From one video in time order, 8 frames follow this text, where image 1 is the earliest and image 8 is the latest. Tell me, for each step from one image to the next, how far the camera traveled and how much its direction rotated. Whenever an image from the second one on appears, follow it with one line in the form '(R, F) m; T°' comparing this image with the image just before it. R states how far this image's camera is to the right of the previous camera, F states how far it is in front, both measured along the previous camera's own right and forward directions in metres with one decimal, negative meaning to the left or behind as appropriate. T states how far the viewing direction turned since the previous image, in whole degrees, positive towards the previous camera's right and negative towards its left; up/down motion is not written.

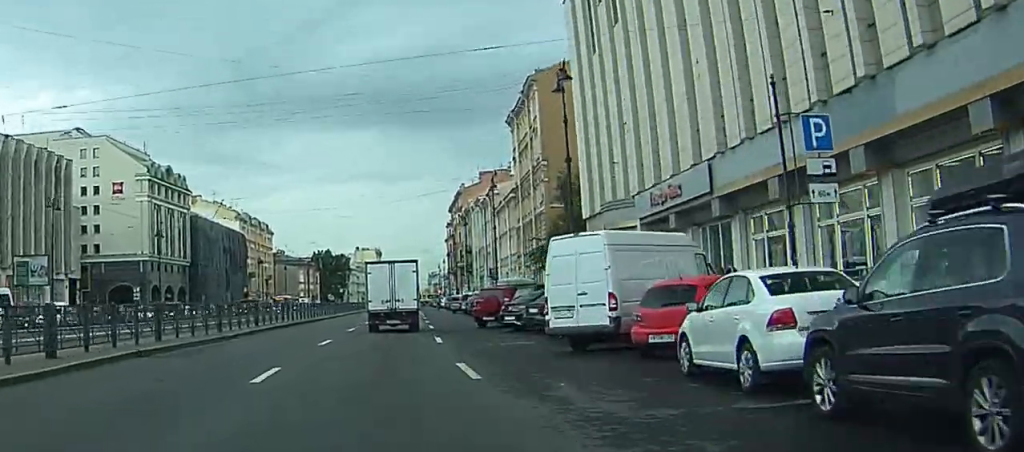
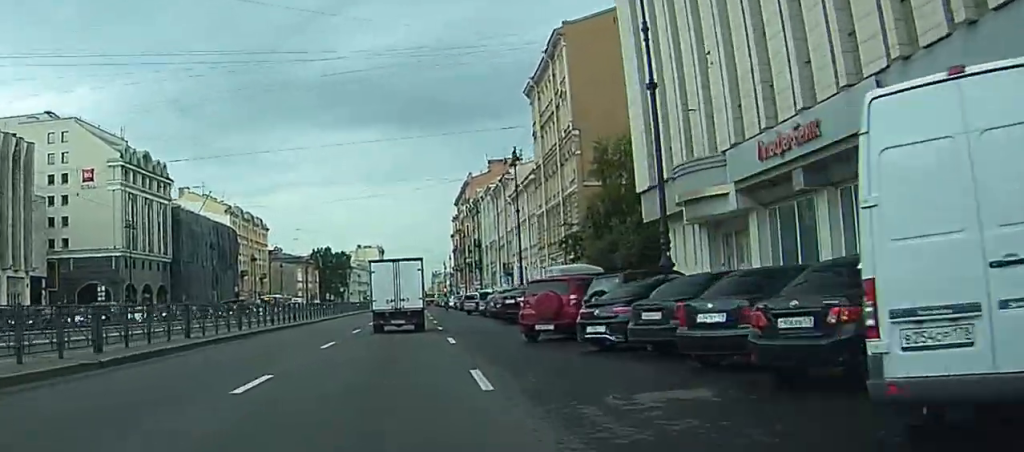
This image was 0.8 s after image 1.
(0.0, +8.2) m; 0°
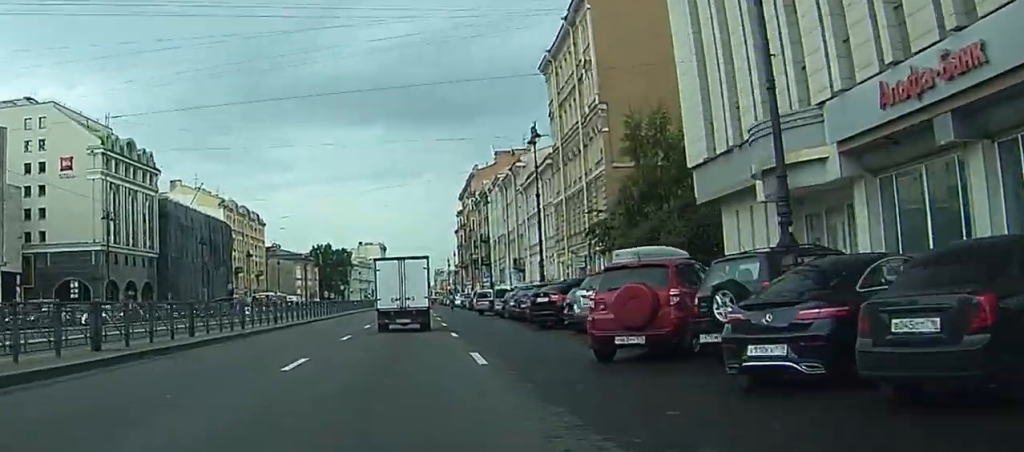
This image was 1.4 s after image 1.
(0.0, +6.3) m; 0°
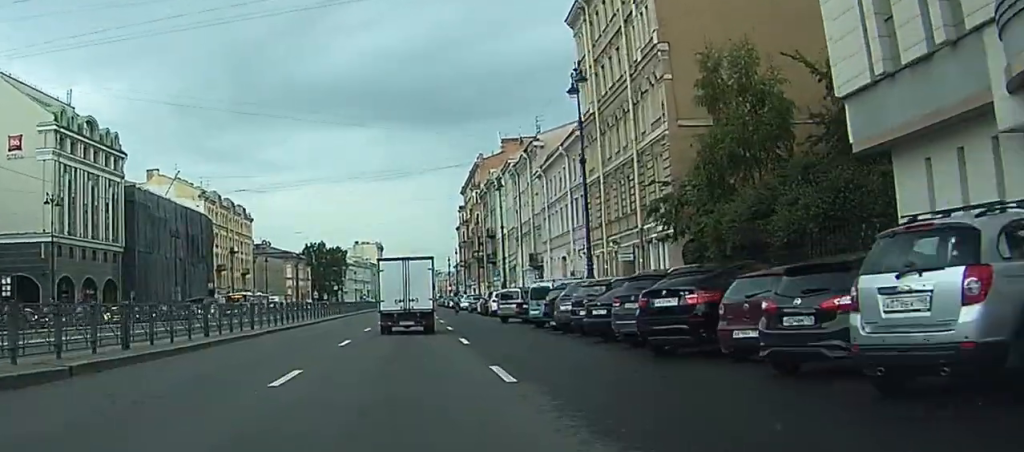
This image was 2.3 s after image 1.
(0.0, +11.7) m; 0°
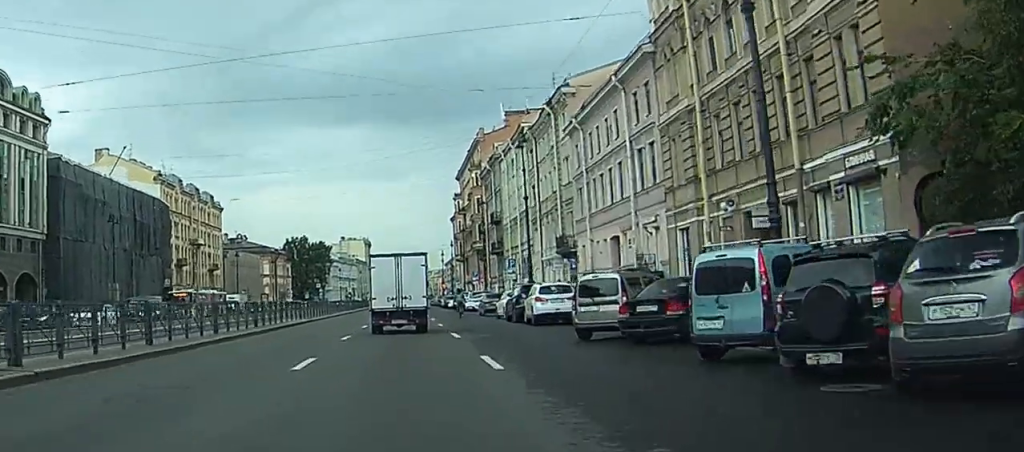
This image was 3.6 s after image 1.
(-0.1, +20.2) m; 0°
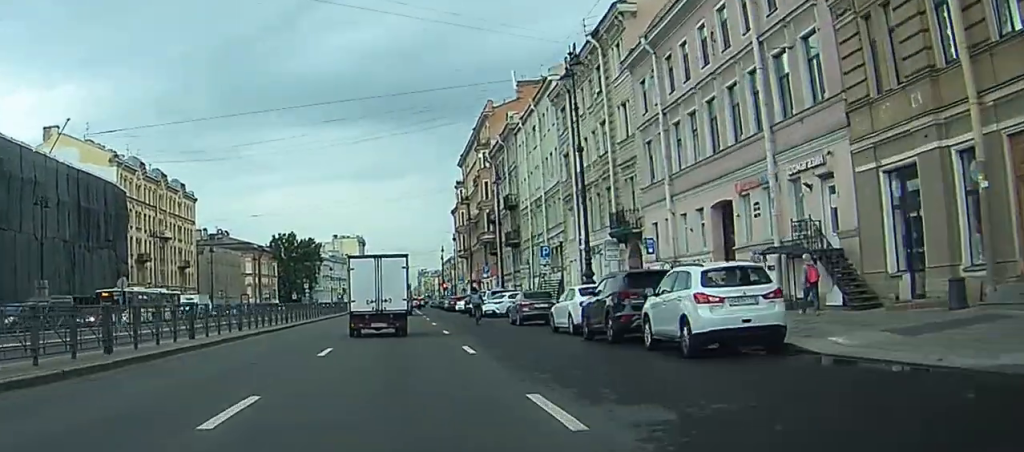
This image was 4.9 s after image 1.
(0.0, +19.3) m; +1°
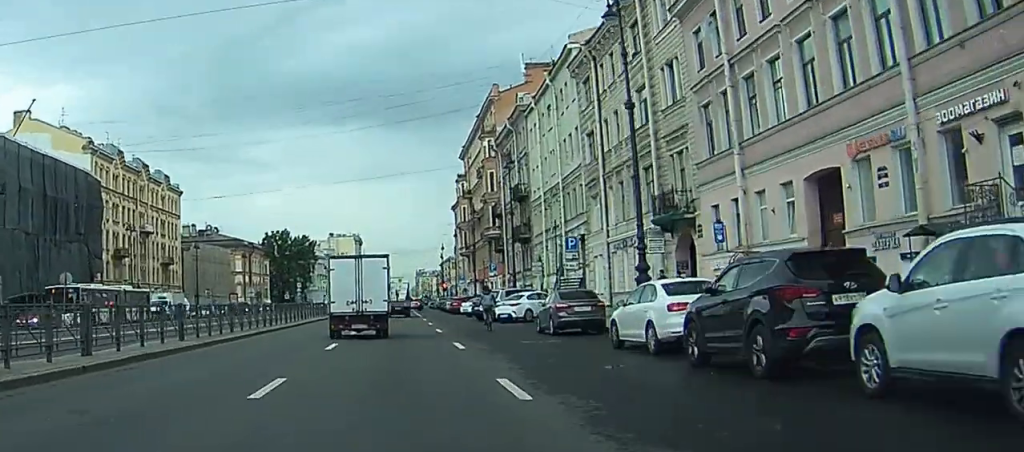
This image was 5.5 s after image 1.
(+0.1, +9.4) m; 0°
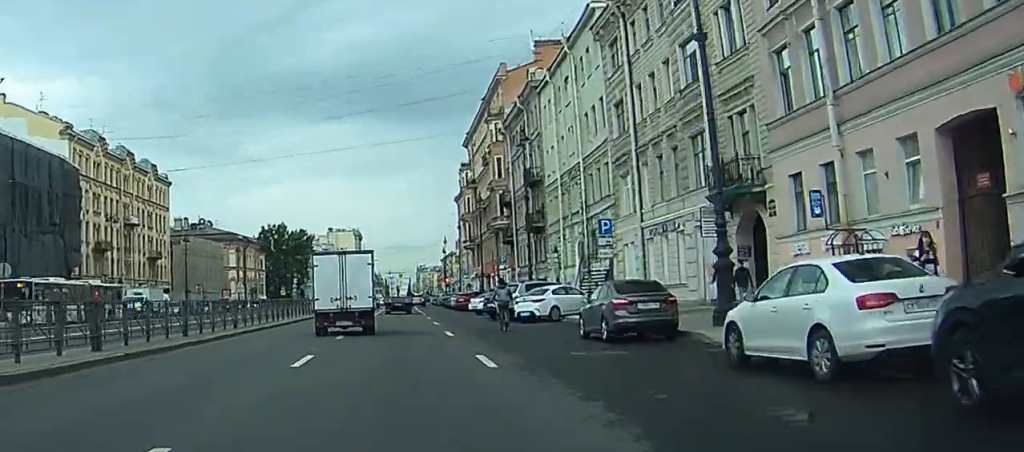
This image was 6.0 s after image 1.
(0.0, +7.8) m; 0°
